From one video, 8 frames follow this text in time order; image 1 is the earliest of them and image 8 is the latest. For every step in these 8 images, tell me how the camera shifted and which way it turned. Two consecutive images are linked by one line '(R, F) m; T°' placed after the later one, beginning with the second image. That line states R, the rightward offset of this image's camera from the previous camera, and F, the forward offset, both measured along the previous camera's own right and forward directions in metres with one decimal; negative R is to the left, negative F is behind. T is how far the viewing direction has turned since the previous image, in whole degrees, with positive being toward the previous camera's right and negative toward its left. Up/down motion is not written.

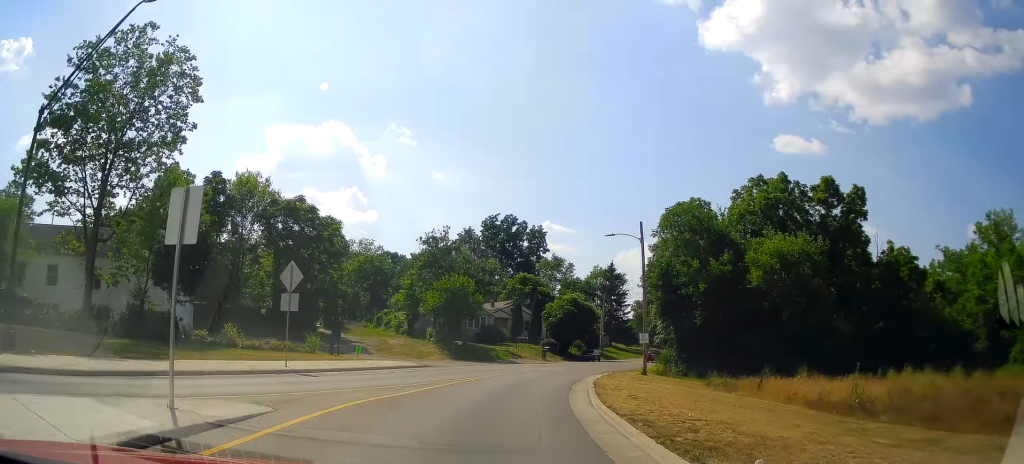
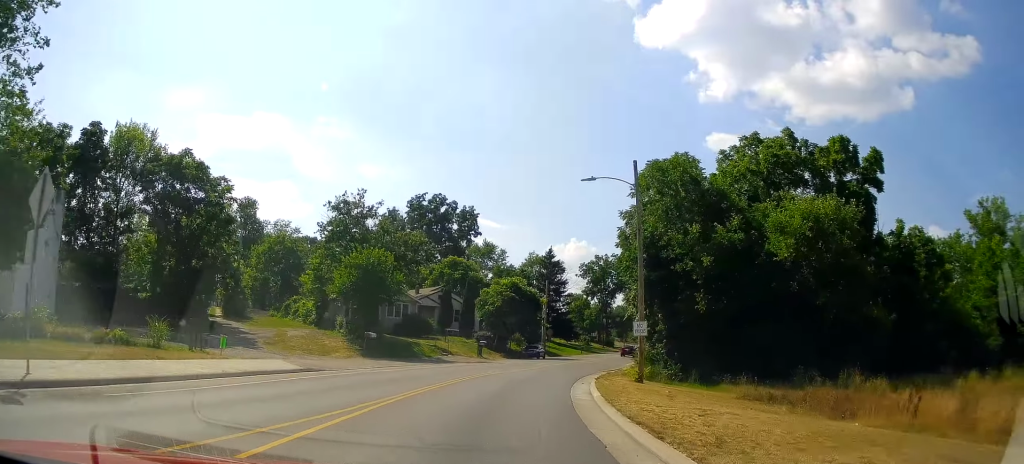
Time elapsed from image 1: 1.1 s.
(-0.3, +9.3) m; -6°
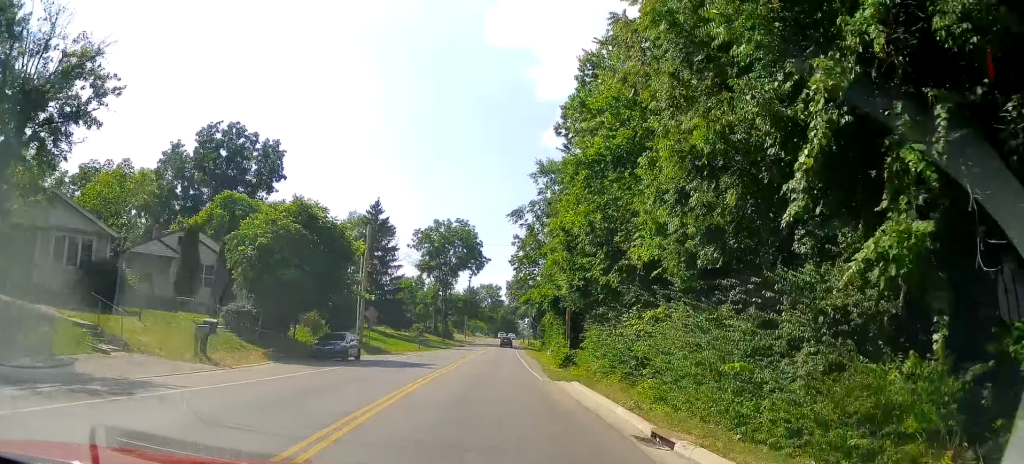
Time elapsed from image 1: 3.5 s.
(-1.4, +23.1) m; +2°
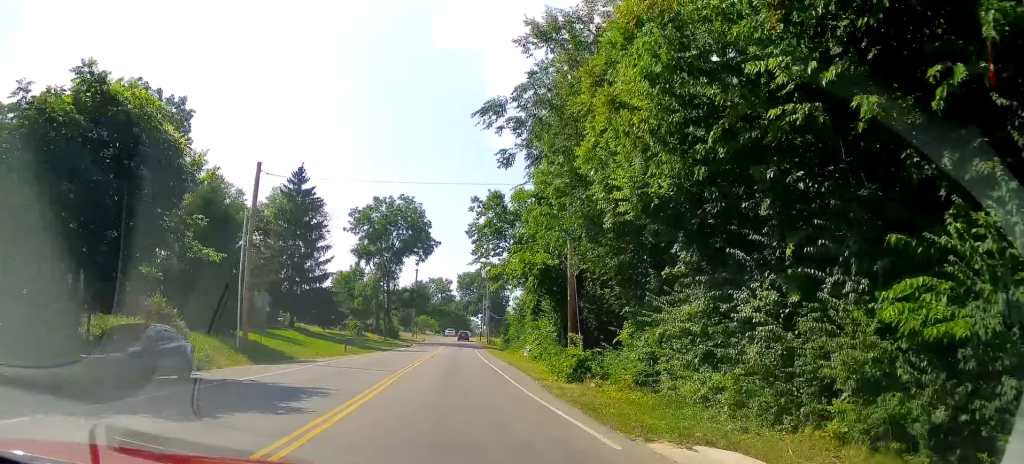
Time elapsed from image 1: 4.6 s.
(+0.9, +11.9) m; +5°
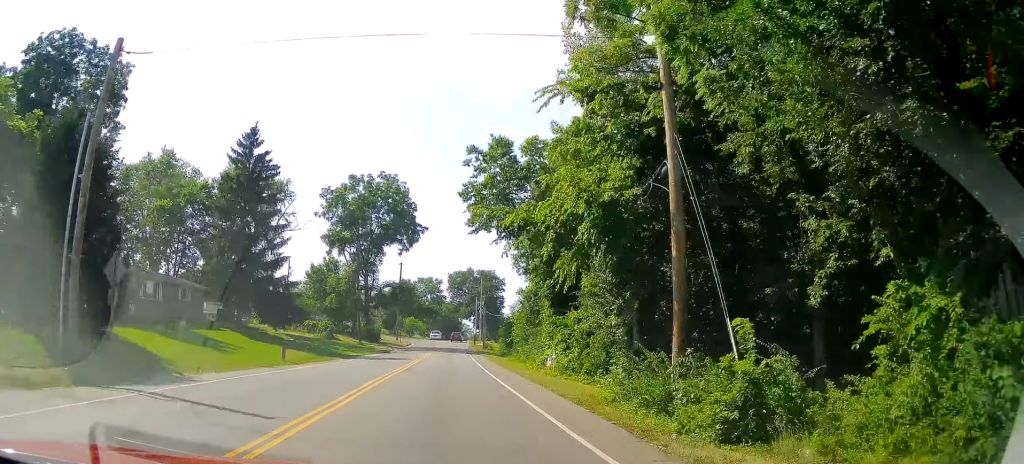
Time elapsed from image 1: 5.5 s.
(0.0, +9.9) m; +2°
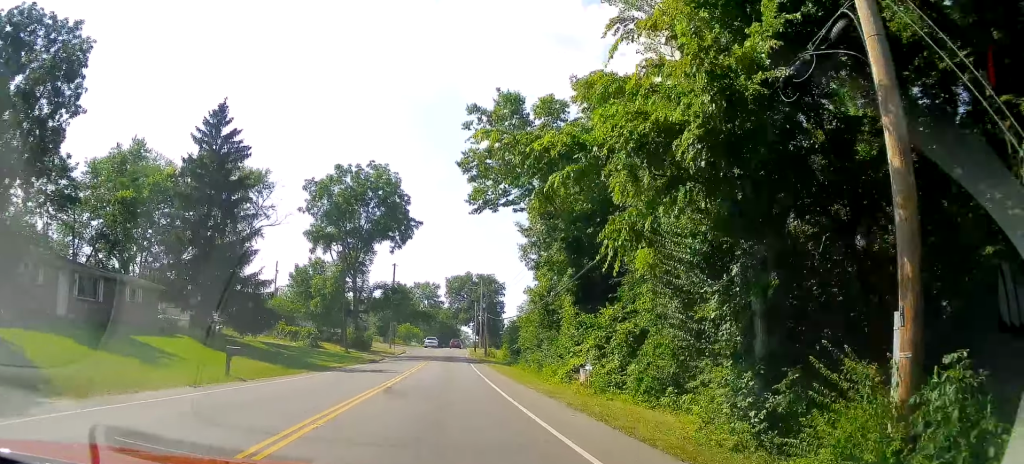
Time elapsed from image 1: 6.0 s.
(+0.3, +5.3) m; +1°
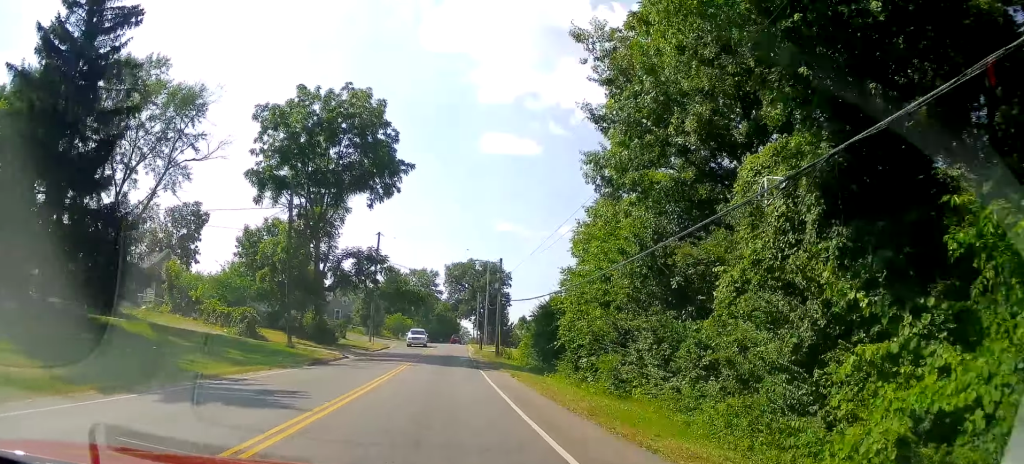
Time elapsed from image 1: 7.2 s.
(0.0, +14.6) m; 0°
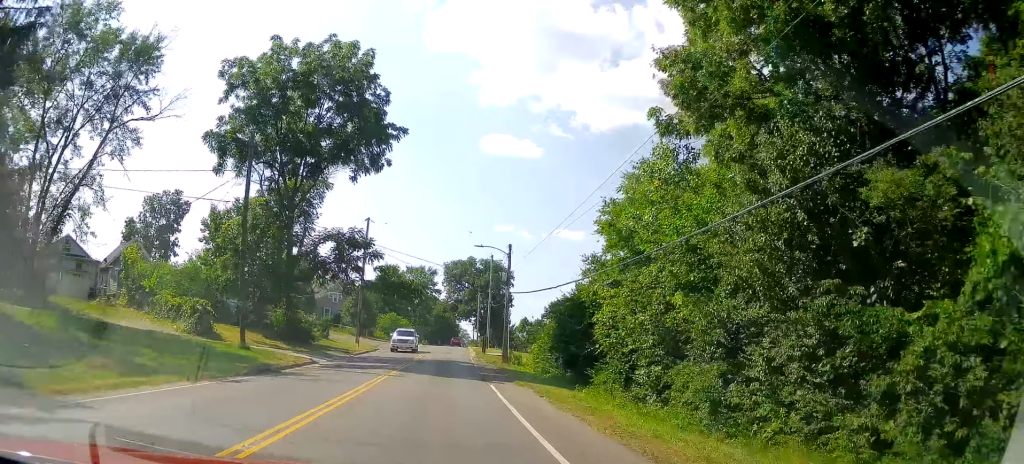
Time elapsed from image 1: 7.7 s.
(0.0, +6.8) m; +1°
